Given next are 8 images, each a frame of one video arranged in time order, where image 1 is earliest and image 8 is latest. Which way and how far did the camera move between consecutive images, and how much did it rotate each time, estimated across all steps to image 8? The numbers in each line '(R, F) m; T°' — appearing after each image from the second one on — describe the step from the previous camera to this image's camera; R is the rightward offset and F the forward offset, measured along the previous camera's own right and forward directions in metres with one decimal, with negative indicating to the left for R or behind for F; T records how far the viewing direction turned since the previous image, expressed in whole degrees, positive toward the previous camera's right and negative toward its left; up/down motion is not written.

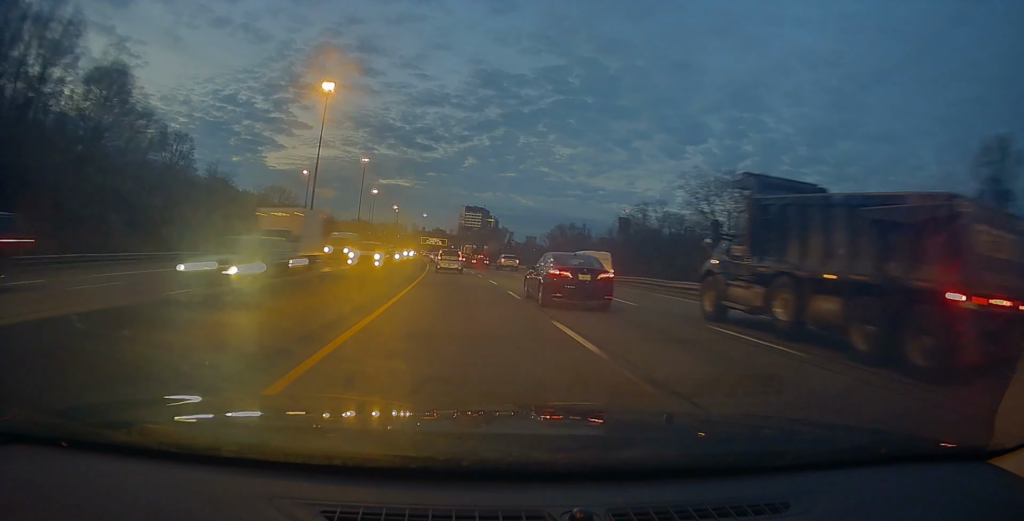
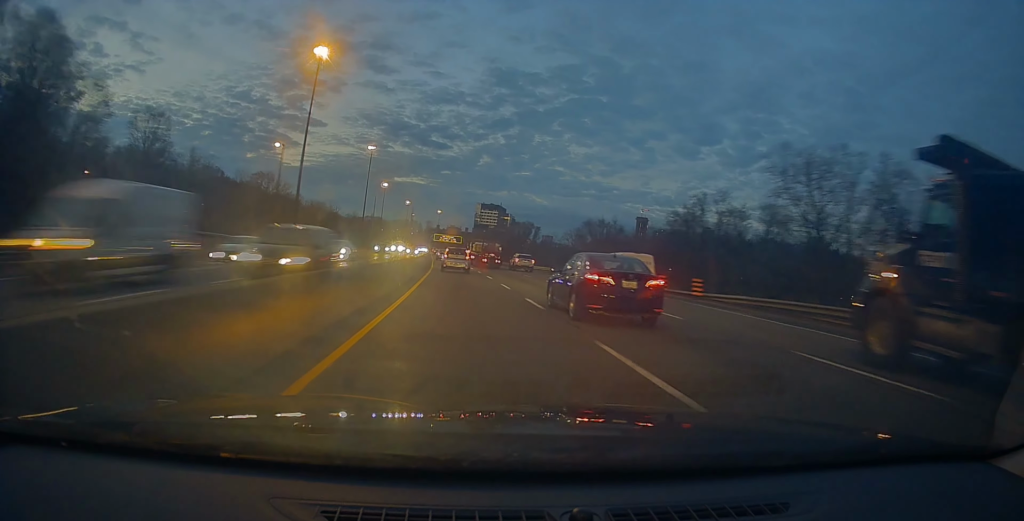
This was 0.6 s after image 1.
(-0.4, +20.8) m; -1°
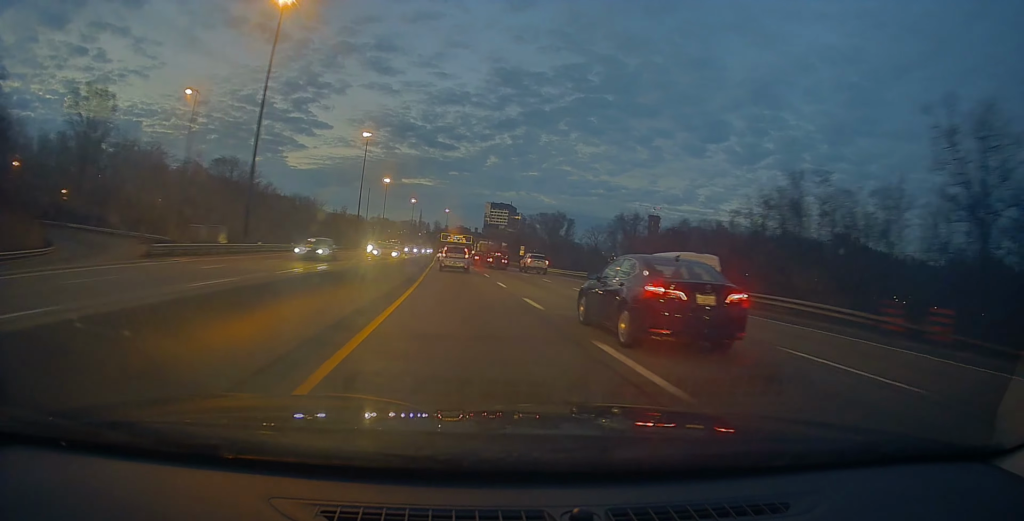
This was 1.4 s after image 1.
(-0.3, +26.4) m; -1°
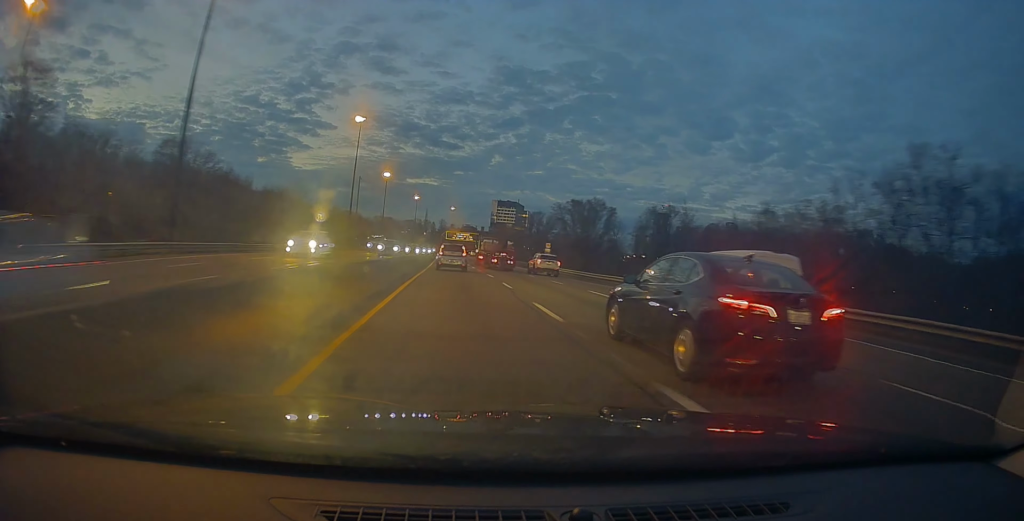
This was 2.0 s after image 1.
(-0.1, +21.5) m; -1°
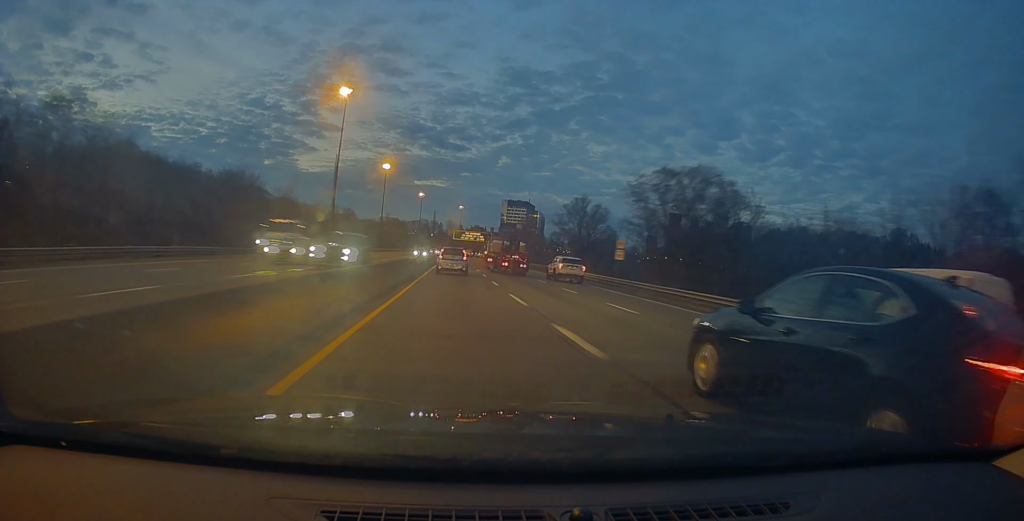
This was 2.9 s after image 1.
(-0.5, +29.5) m; -1°
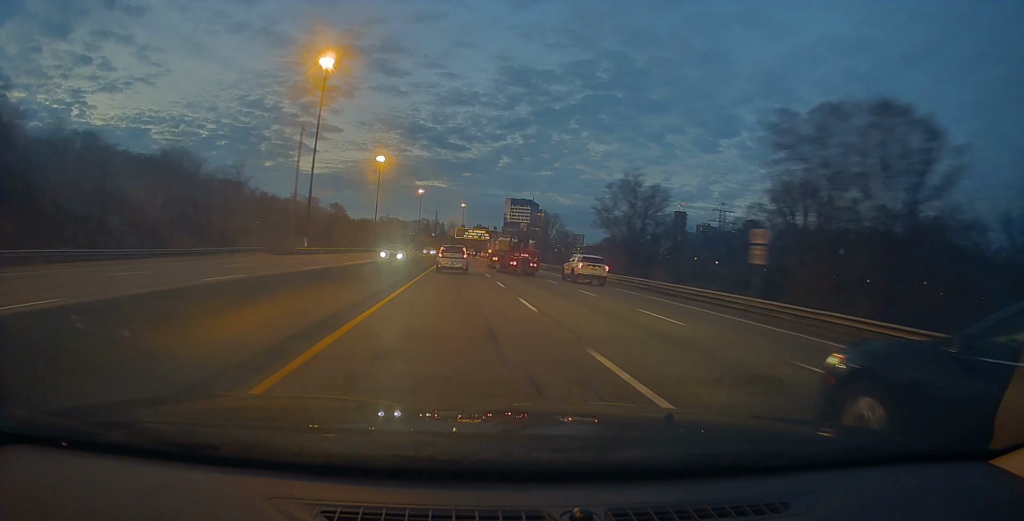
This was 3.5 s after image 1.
(-0.1, +20.6) m; 0°
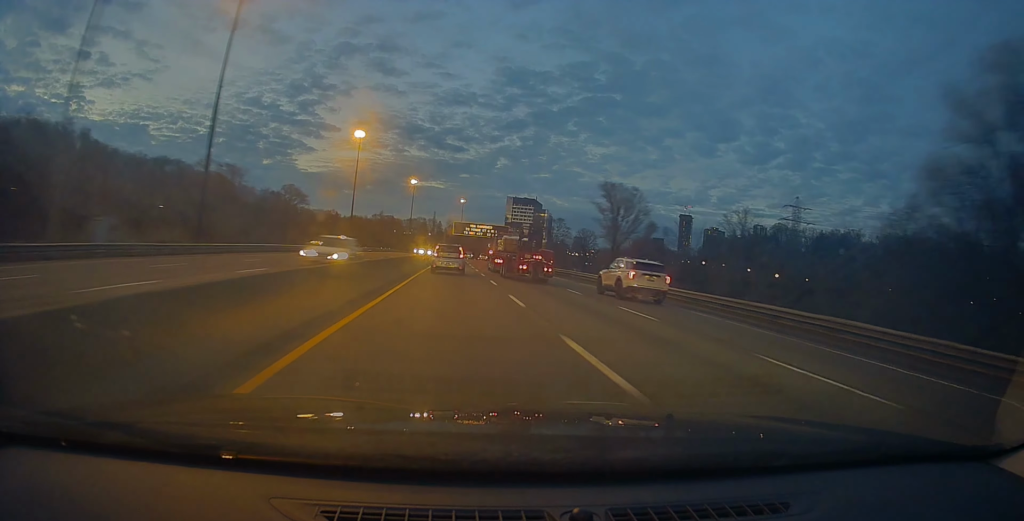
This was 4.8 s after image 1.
(-0.3, +42.2) m; 0°
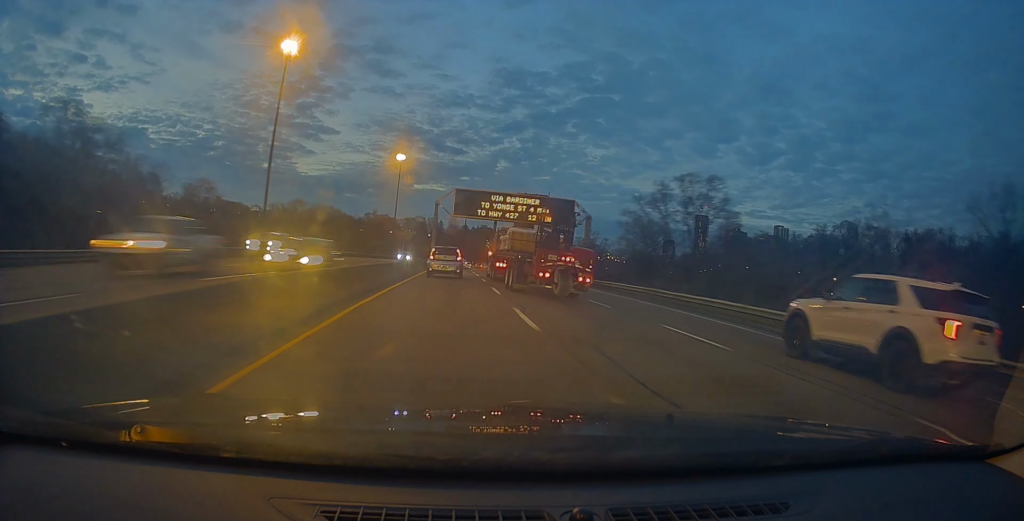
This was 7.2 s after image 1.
(+0.1, +74.0) m; 0°
